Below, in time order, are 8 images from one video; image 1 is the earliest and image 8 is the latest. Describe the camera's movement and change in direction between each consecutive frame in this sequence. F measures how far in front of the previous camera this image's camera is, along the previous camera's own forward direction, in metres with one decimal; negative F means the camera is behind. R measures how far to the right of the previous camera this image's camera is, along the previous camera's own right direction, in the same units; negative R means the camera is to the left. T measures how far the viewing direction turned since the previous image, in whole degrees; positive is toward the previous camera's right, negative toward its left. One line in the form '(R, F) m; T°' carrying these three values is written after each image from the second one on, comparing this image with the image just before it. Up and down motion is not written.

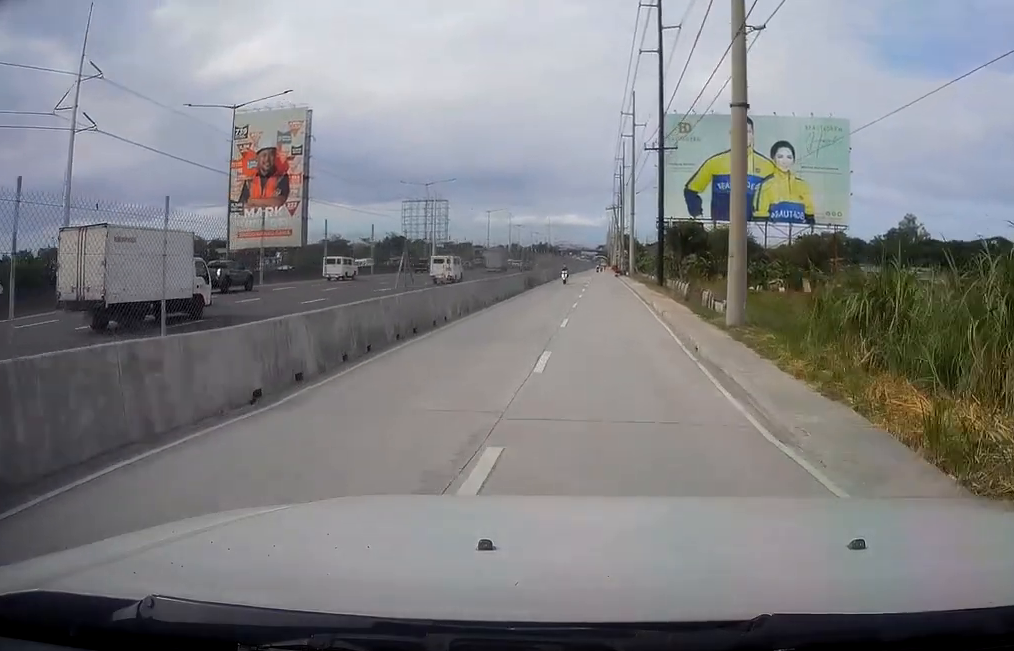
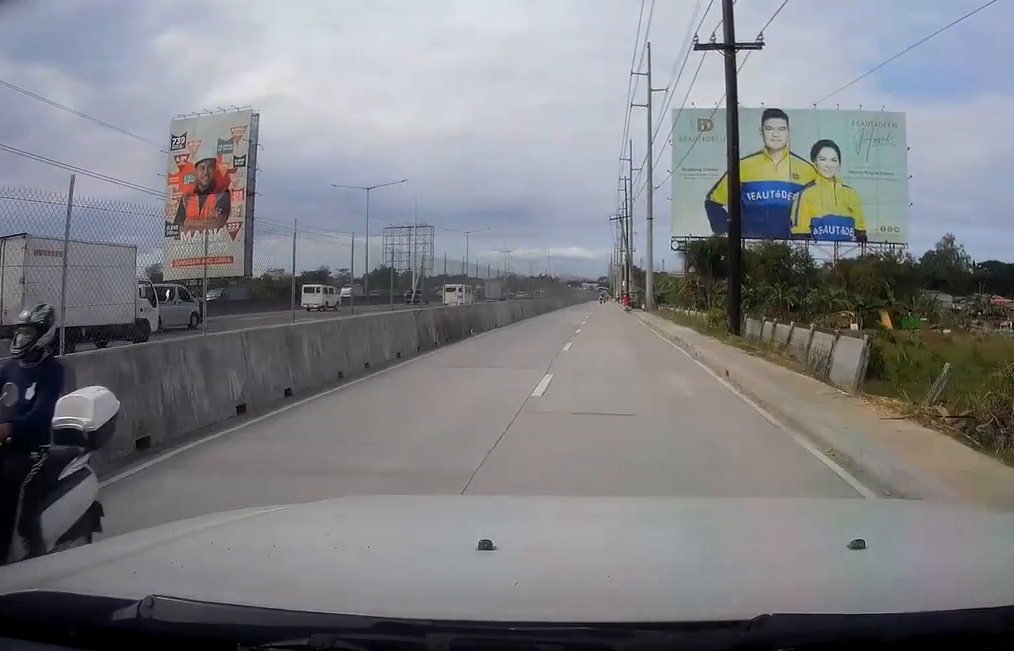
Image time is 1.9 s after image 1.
(-0.7, +28.8) m; -1°
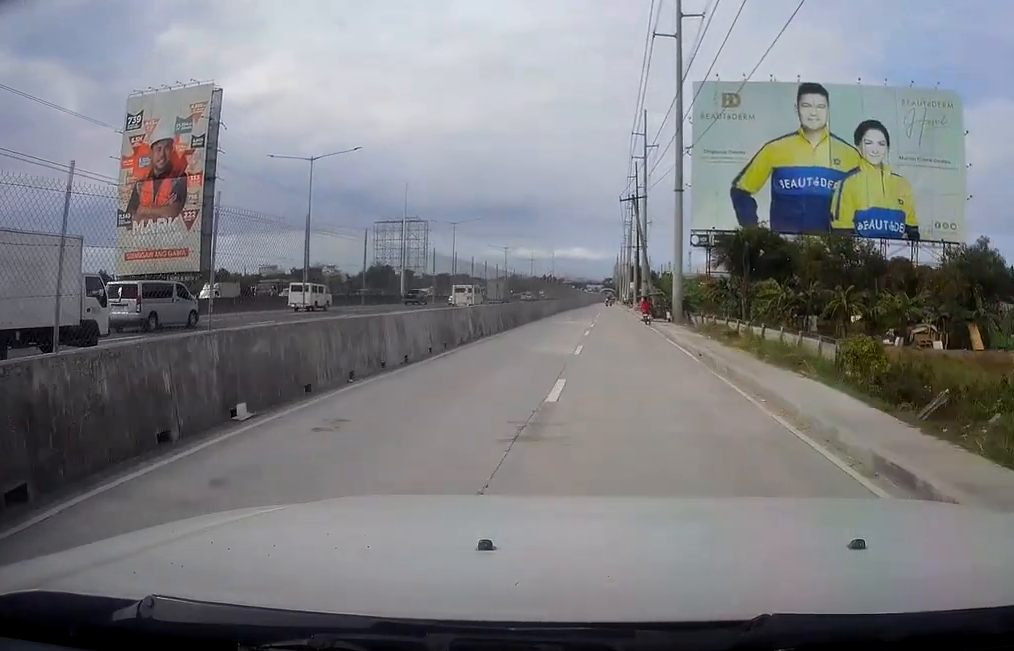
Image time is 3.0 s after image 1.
(0.0, +17.6) m; -3°
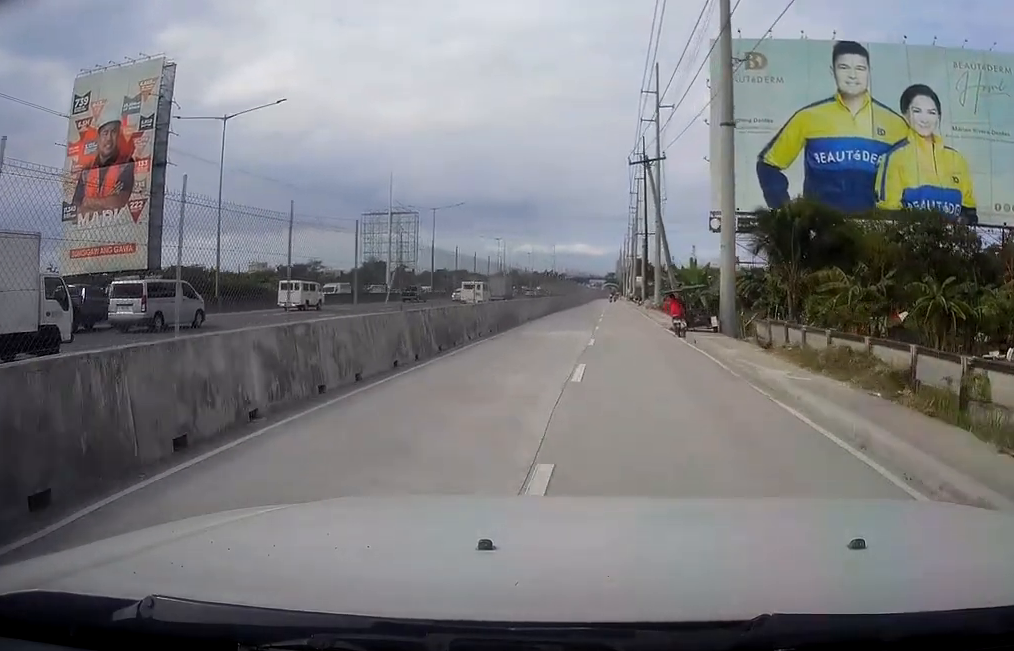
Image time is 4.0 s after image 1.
(-0.9, +16.1) m; 0°
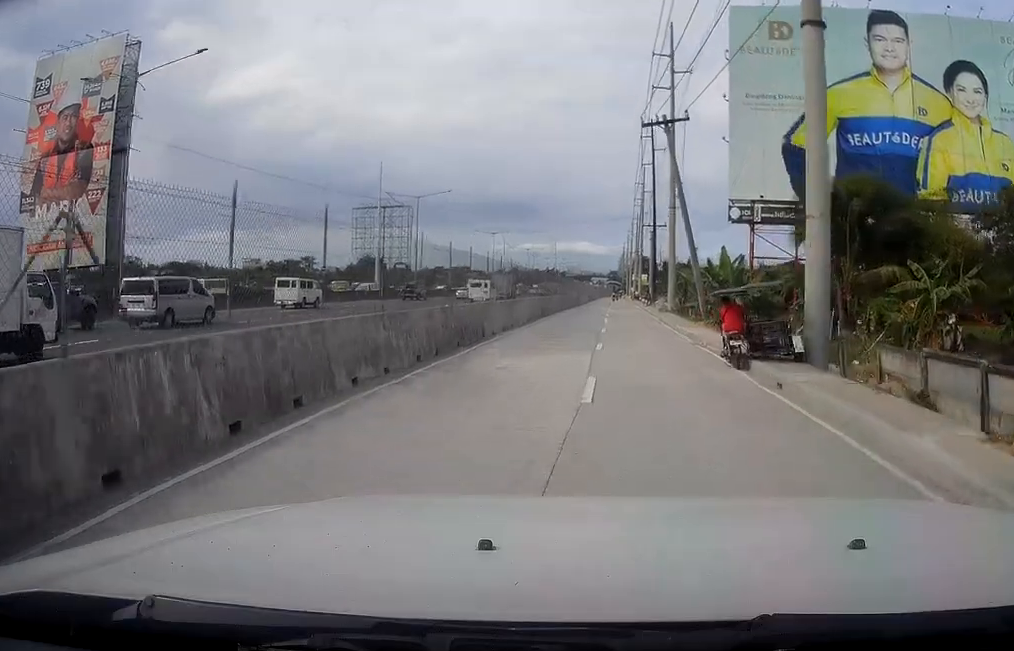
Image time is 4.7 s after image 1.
(+0.5, +11.1) m; +2°
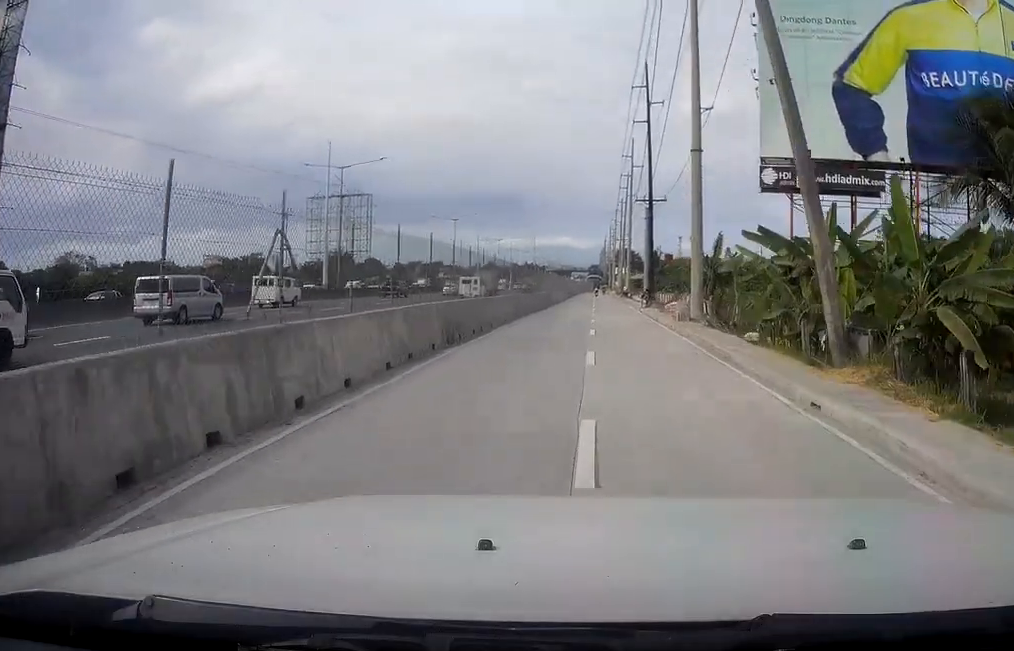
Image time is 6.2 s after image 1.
(+0.3, +22.9) m; +1°
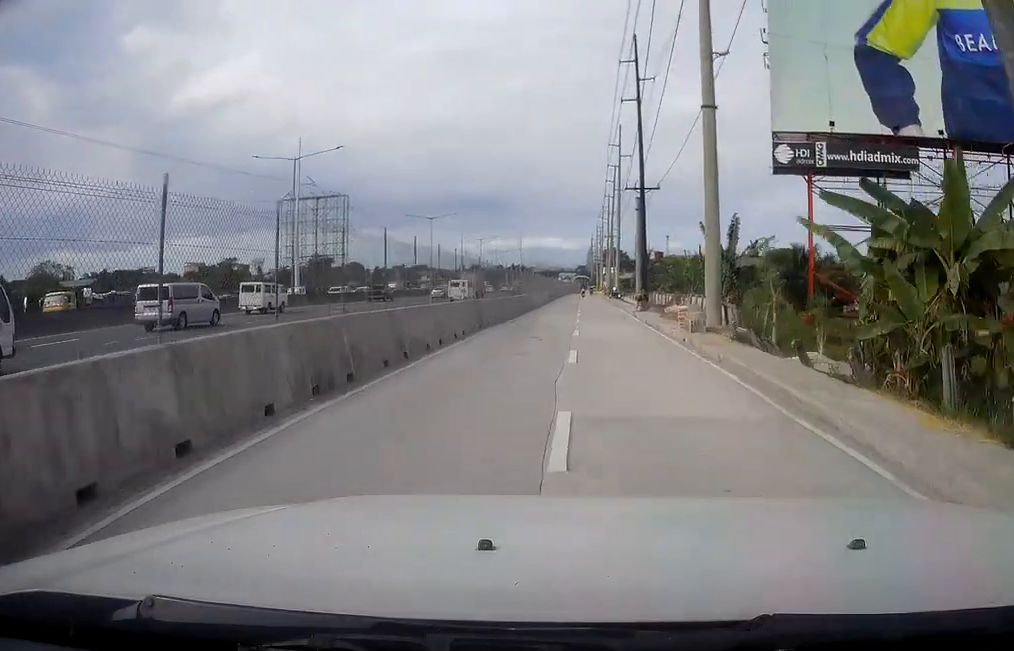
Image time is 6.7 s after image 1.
(0.0, +8.7) m; 0°
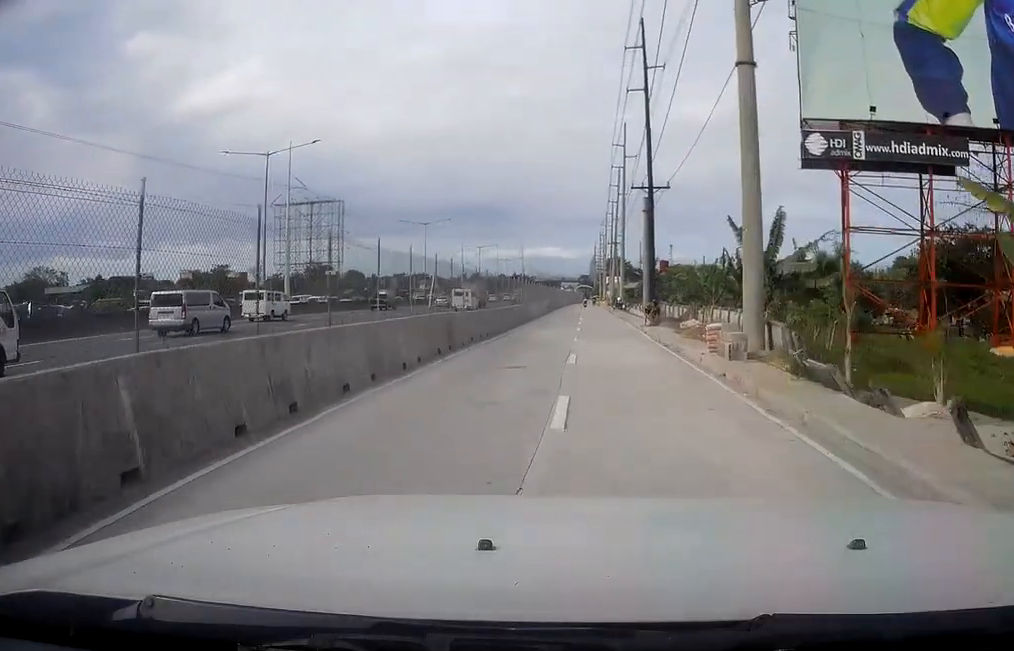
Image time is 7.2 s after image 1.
(0.0, +6.7) m; 0°
